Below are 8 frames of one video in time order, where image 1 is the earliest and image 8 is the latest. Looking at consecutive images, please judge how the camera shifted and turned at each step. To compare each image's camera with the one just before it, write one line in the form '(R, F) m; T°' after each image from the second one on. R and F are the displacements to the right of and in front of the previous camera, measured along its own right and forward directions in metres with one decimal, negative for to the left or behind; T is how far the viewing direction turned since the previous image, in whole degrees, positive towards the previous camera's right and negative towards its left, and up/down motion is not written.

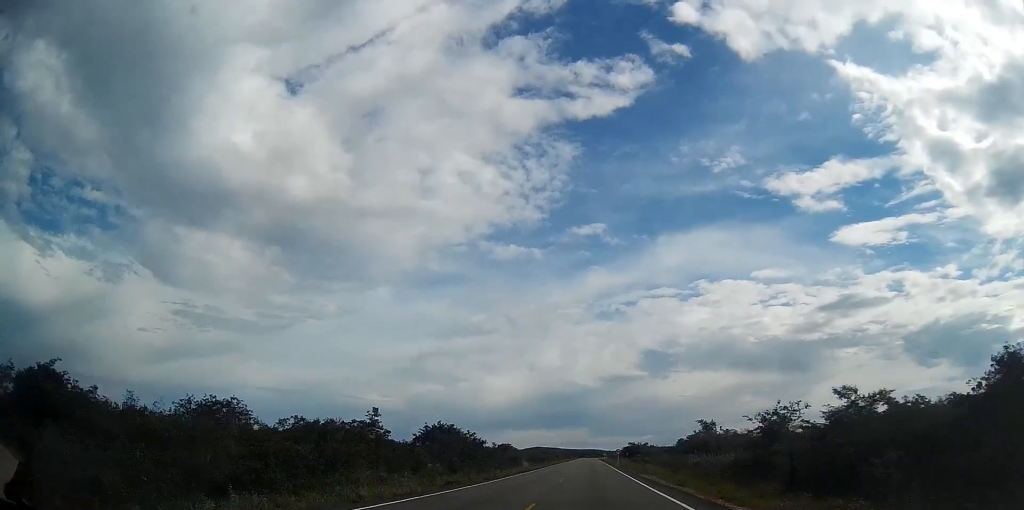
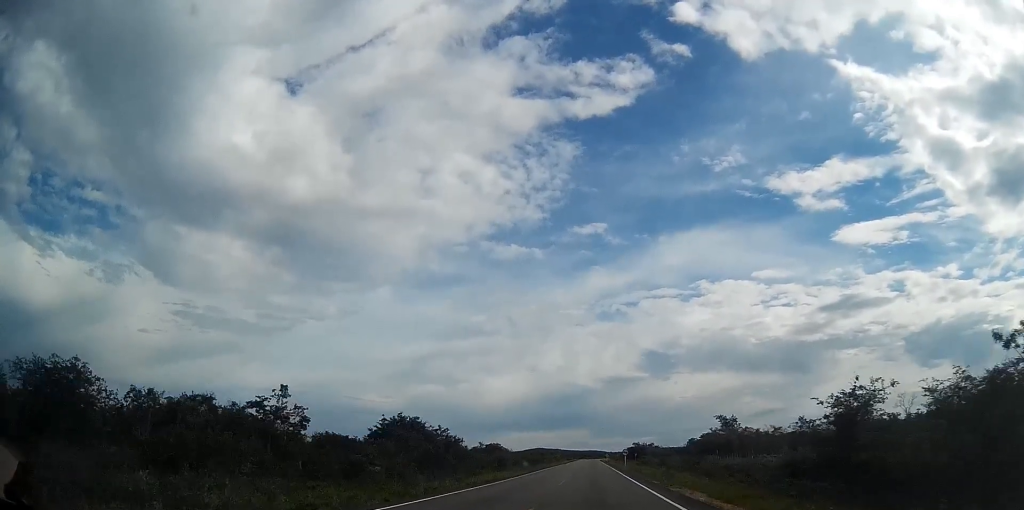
(-0.1, +18.1) m; 0°
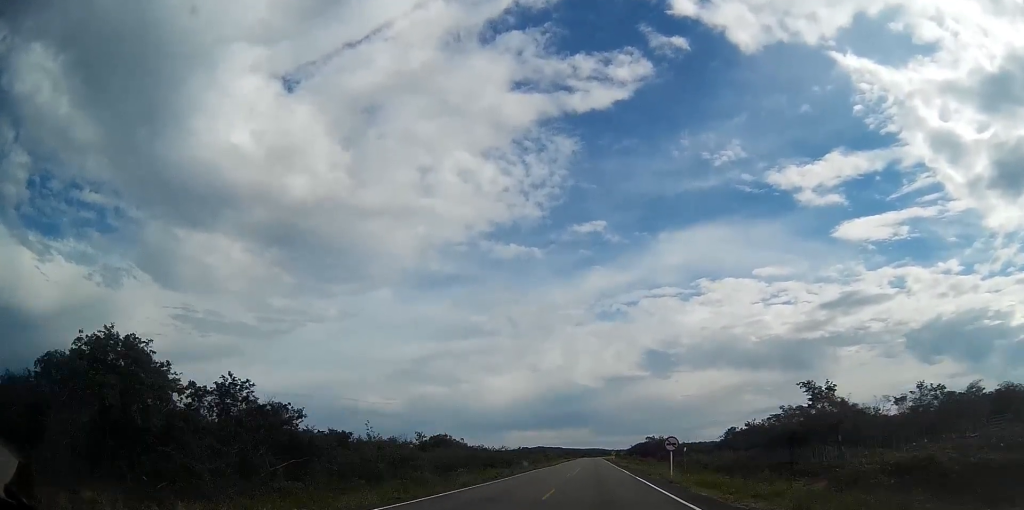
(-0.3, +41.2) m; 0°
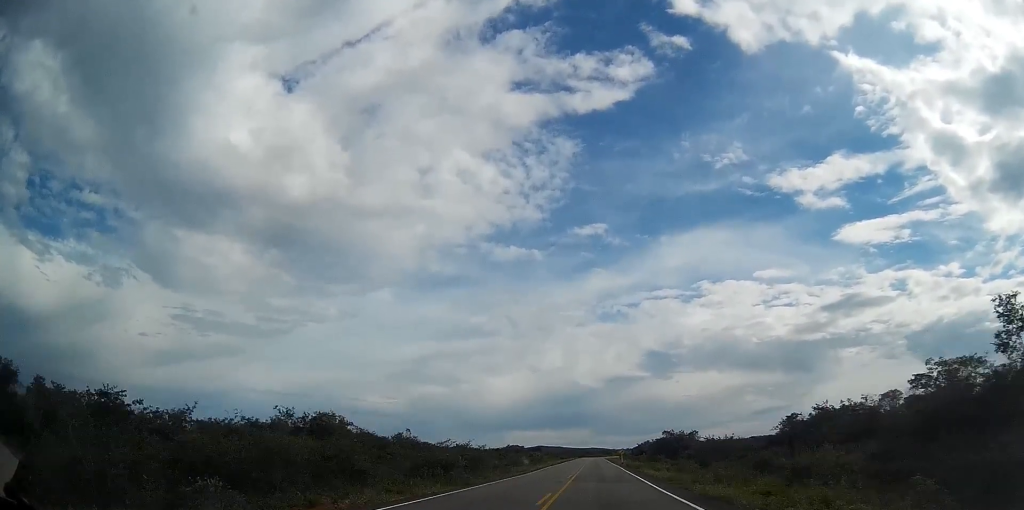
(+0.1, +33.1) m; 0°
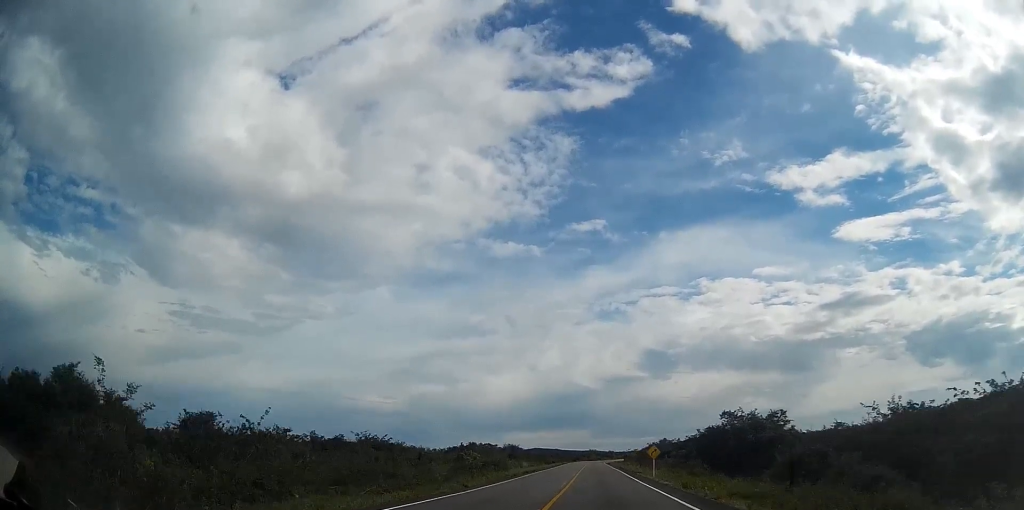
(+0.2, +52.9) m; 0°
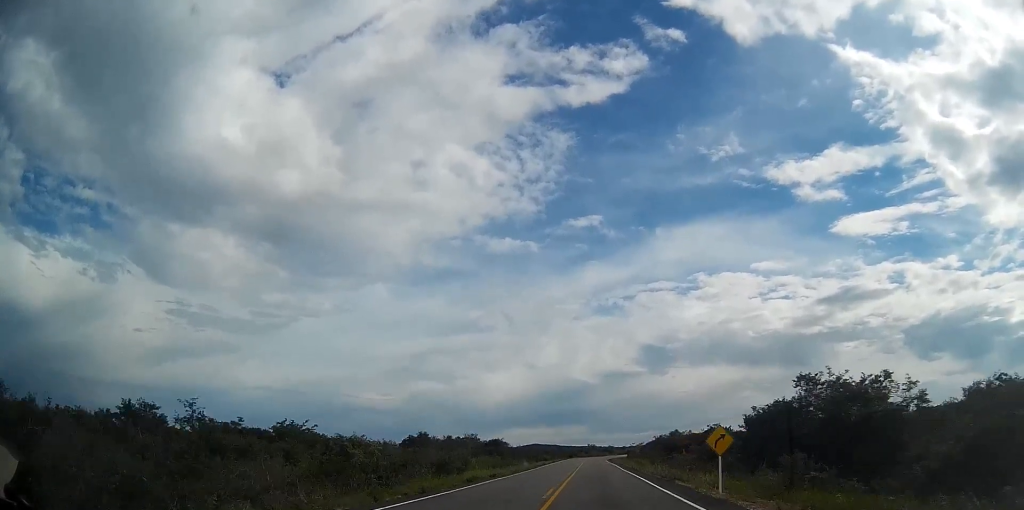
(+0.1, +23.2) m; 0°
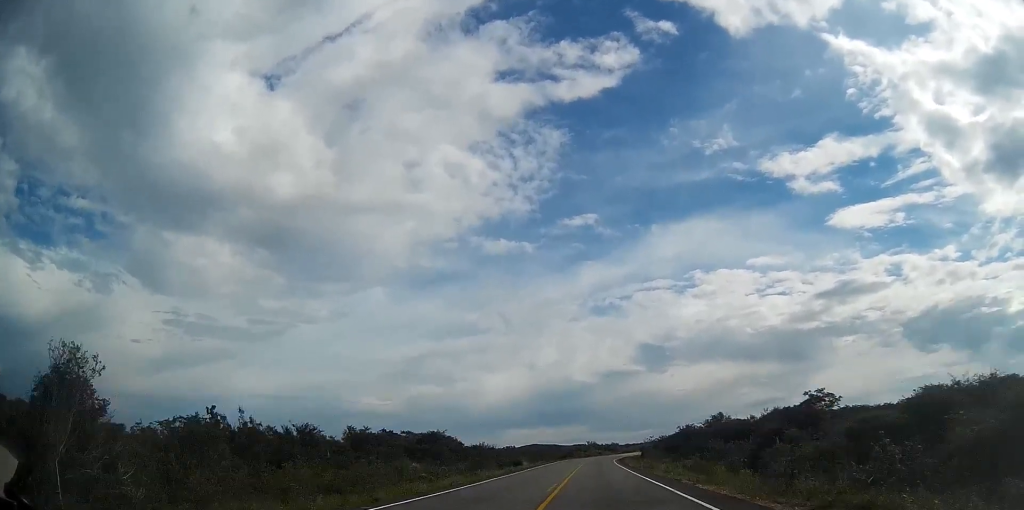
(-0.4, +44.8) m; 0°
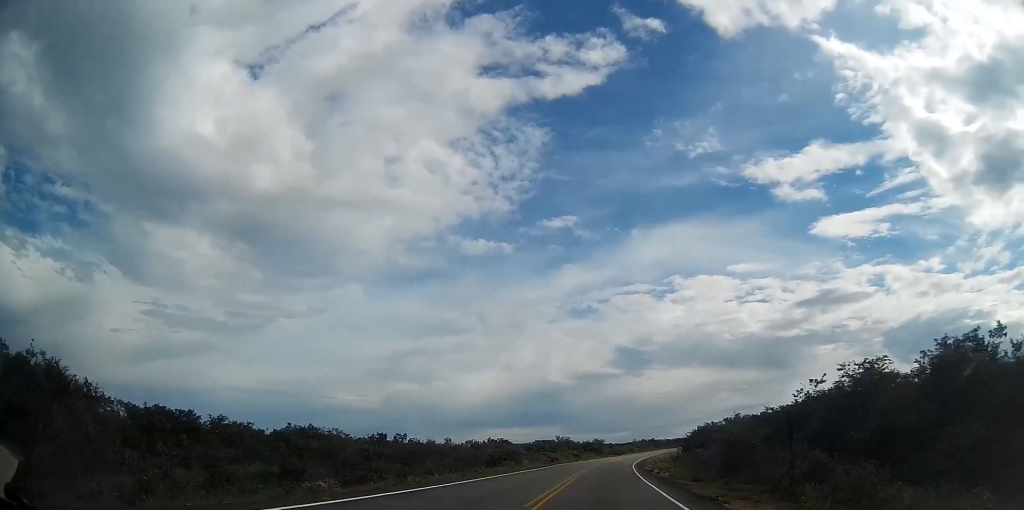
(+1.2, +84.4) m; +2°
